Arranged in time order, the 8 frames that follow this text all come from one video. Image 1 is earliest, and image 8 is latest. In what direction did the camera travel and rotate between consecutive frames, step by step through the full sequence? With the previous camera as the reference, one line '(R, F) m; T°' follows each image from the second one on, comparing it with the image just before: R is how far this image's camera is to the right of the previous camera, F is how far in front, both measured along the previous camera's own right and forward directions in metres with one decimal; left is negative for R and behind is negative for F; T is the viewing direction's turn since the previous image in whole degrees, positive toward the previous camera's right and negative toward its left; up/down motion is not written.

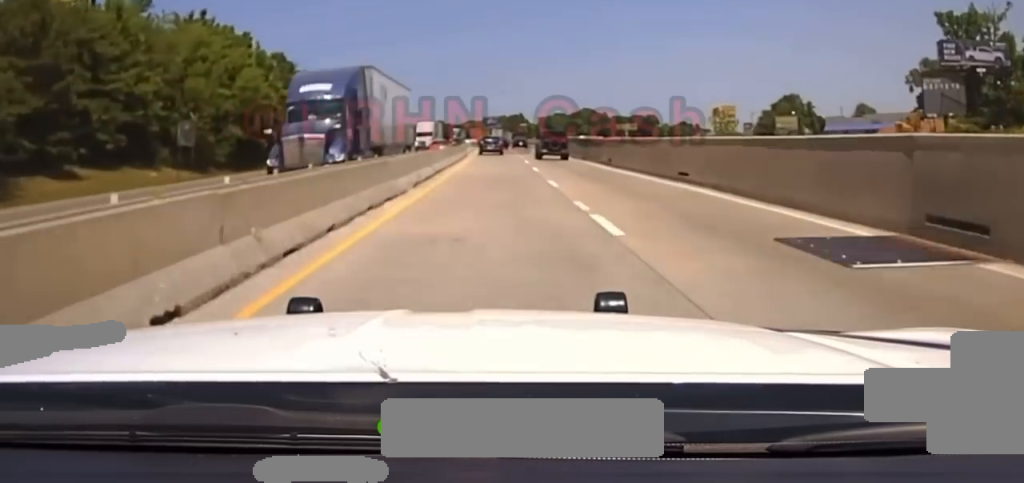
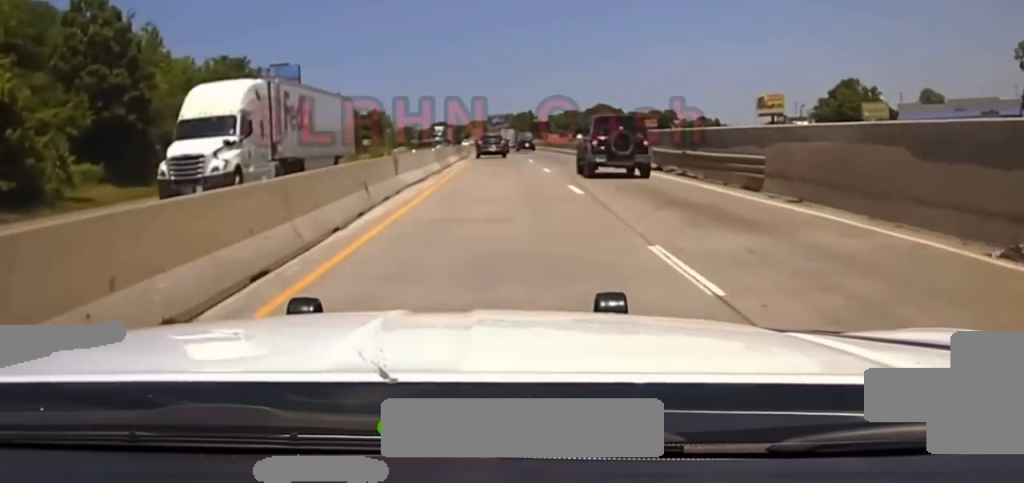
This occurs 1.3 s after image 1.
(-0.1, +57.4) m; 0°
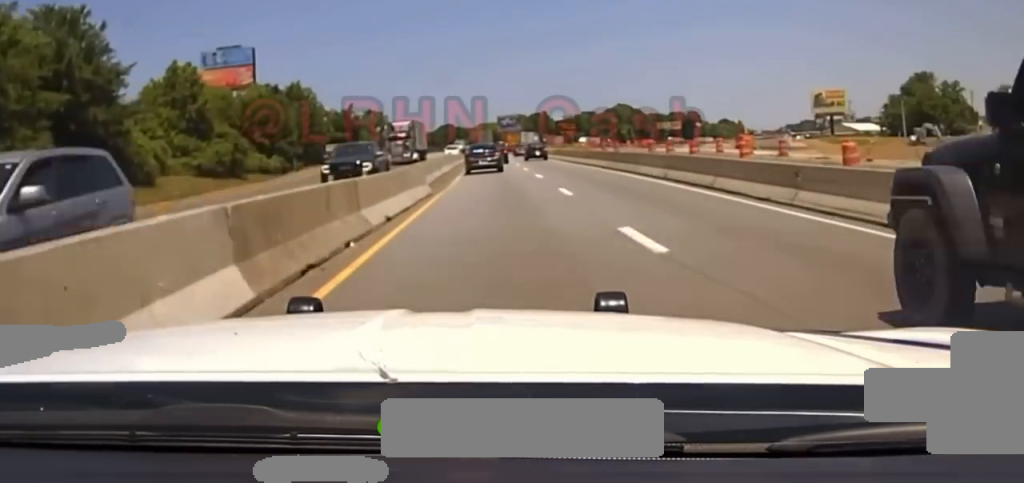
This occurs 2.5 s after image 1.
(-0.1, +50.1) m; 0°
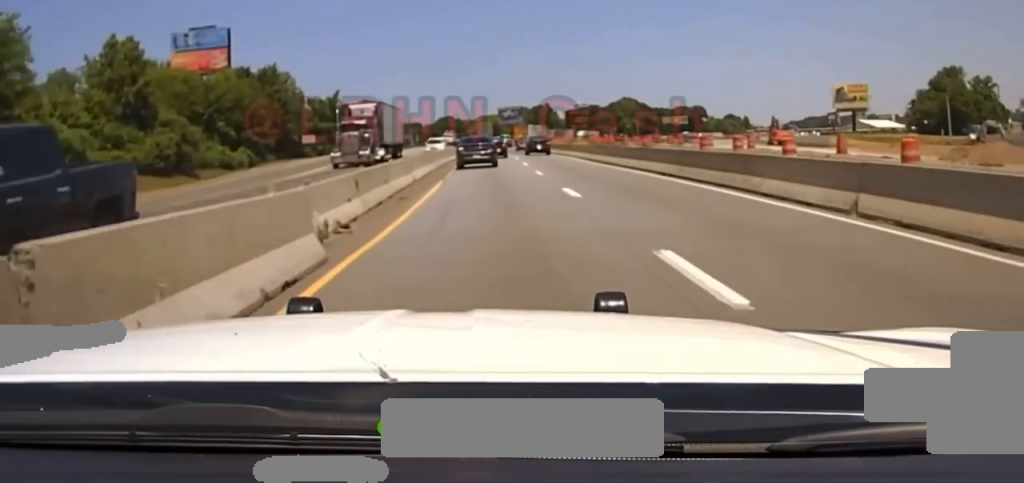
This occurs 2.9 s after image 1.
(0.0, +16.1) m; 0°
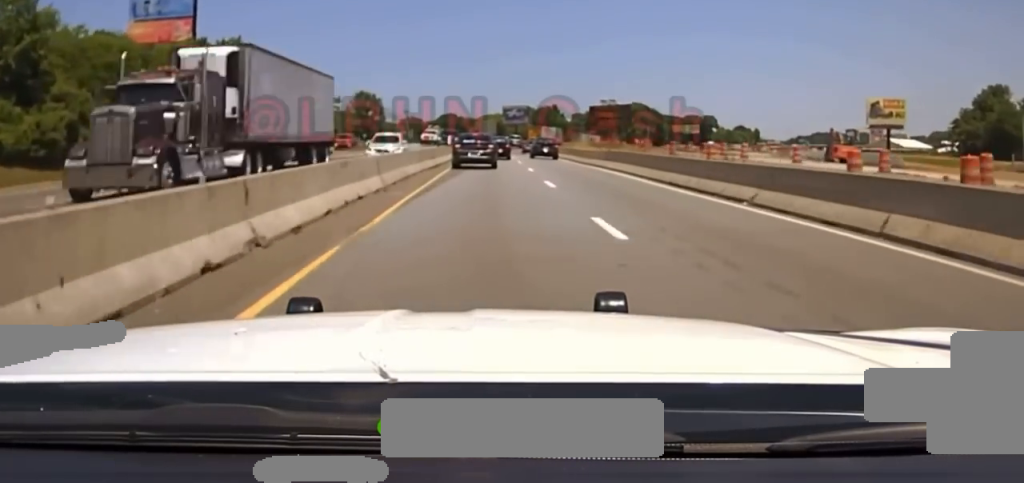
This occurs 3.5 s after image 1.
(-0.2, +17.9) m; -1°
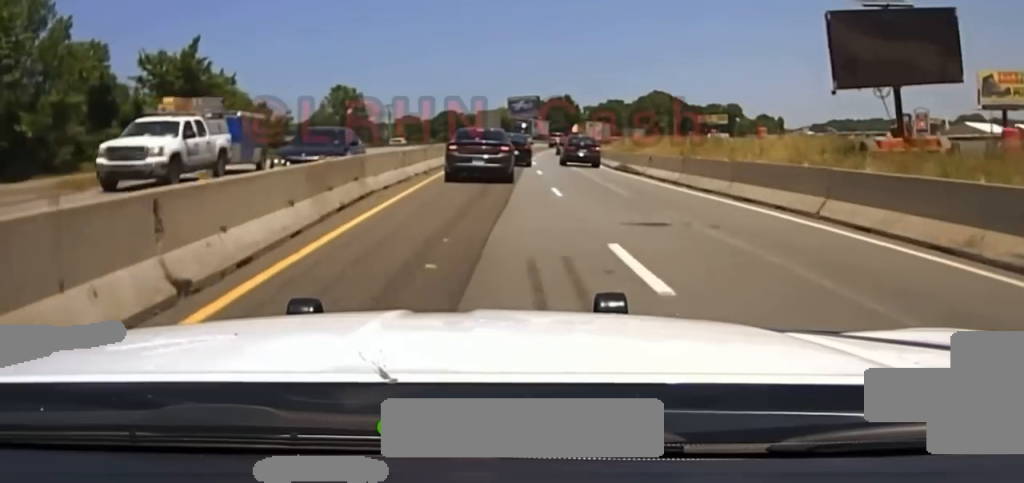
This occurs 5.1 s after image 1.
(-0.5, +47.8) m; 0°
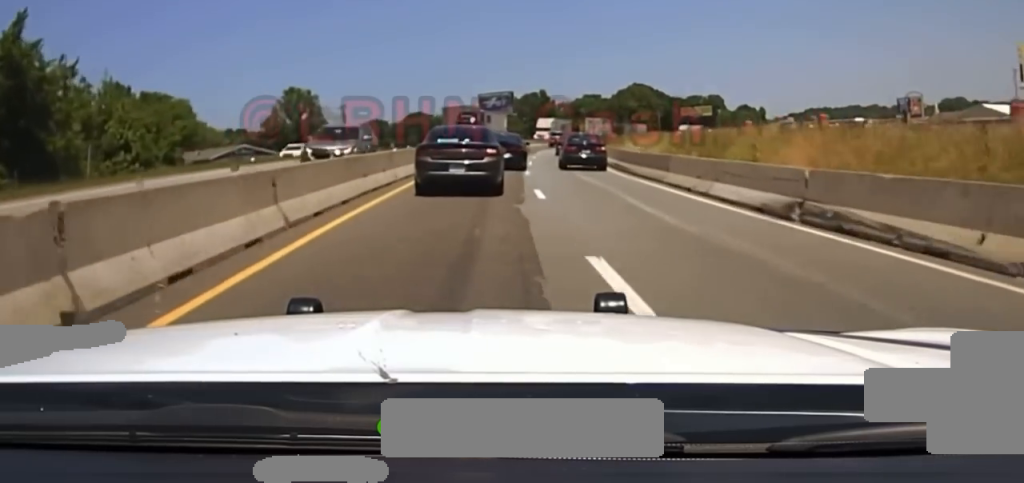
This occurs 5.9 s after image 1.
(+0.4, +26.4) m; +1°
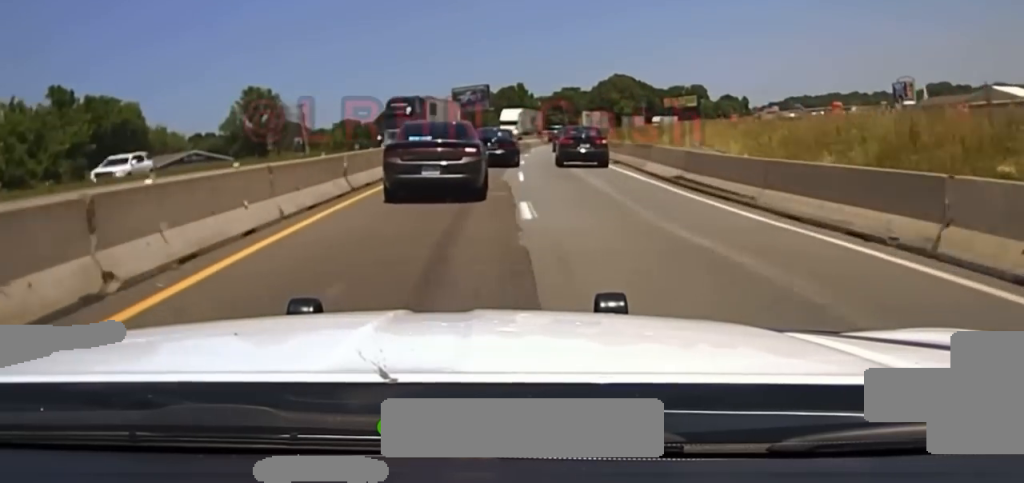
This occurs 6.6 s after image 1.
(+0.2, +19.0) m; +1°
